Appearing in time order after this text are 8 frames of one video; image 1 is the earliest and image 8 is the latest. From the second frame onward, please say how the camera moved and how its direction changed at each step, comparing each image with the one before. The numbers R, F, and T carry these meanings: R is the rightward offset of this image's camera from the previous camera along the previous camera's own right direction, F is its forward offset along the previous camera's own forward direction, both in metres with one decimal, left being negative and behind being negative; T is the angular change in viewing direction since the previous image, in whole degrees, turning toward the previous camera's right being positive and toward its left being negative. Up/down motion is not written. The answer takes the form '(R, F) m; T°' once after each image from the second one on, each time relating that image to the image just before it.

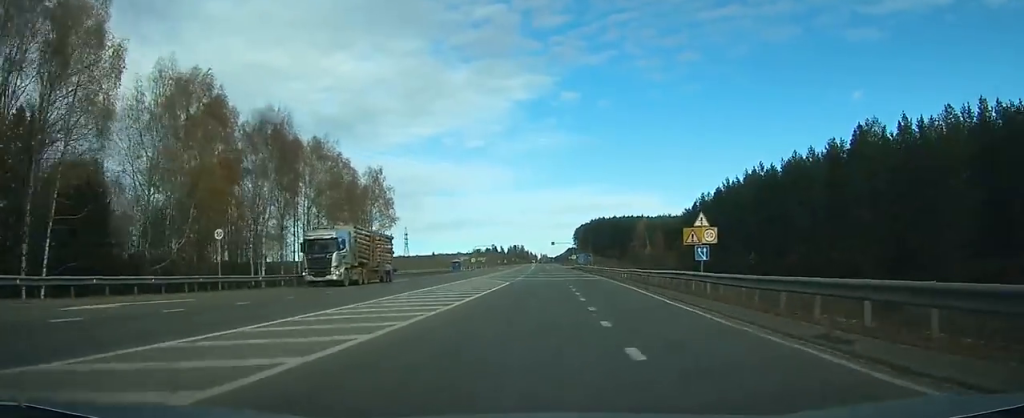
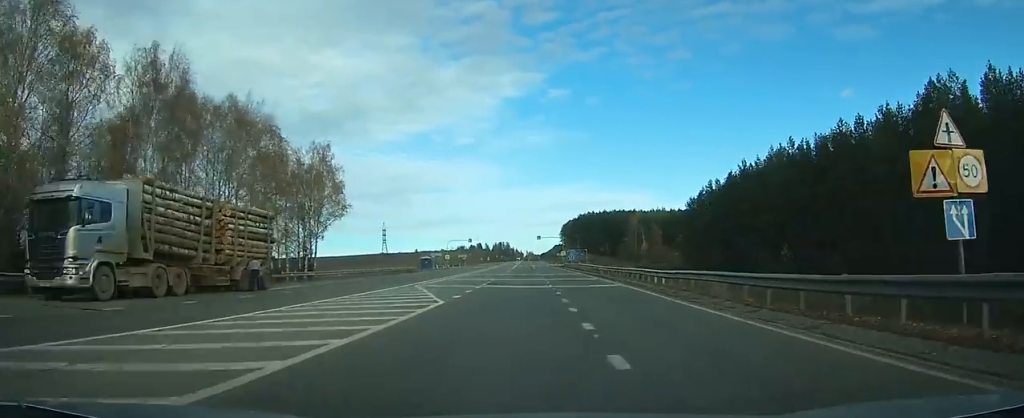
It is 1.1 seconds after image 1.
(+0.1, +20.2) m; +1°
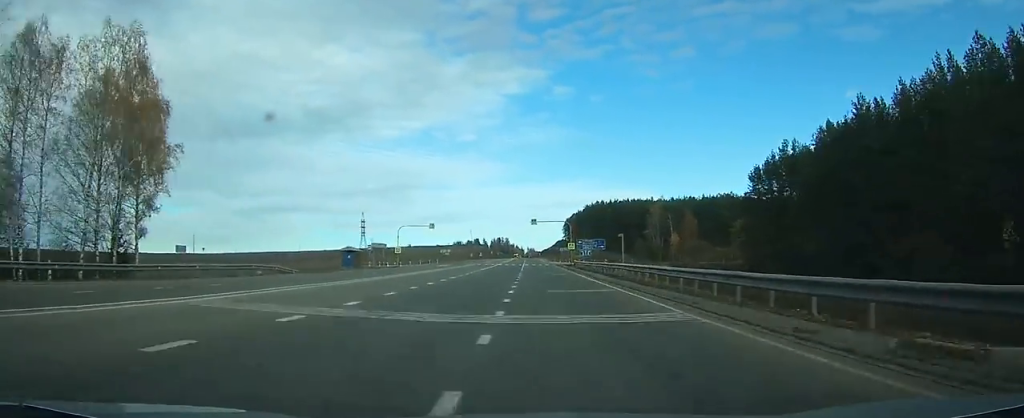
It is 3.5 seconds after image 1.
(+0.7, +45.1) m; +1°
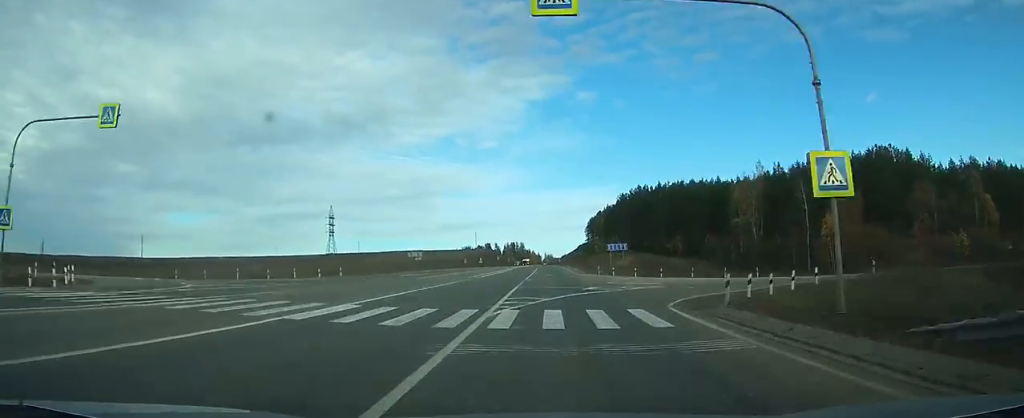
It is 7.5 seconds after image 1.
(-1.0, +75.8) m; -2°
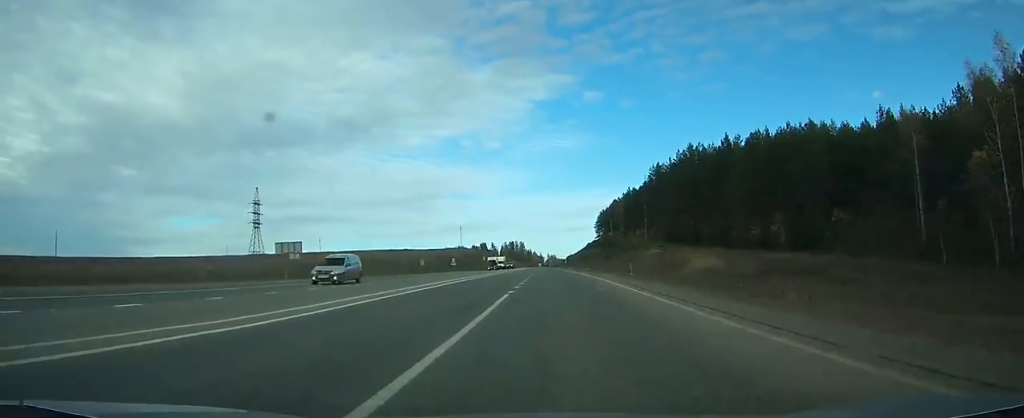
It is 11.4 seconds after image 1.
(-0.2, +71.1) m; -1°
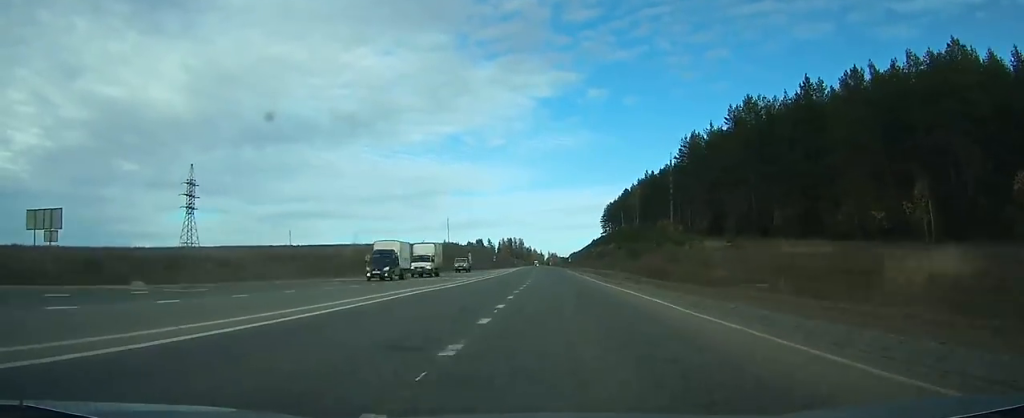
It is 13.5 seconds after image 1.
(-0.2, +38.2) m; 0°
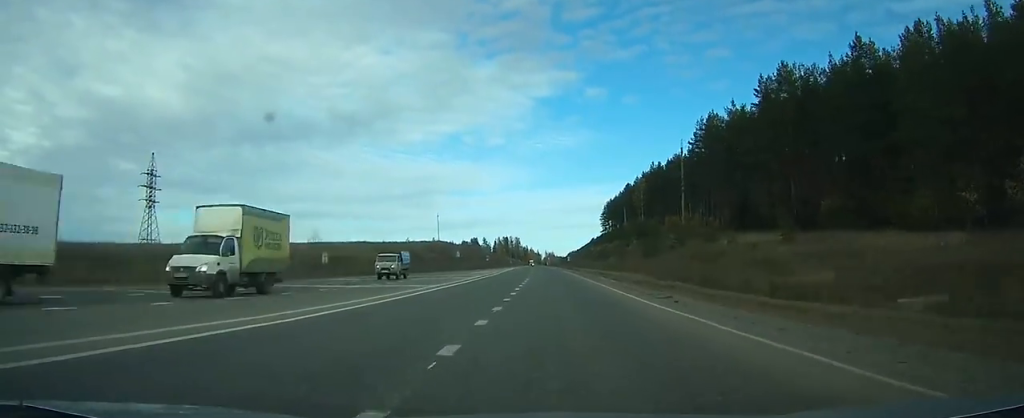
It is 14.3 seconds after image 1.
(-0.1, +16.1) m; 0°
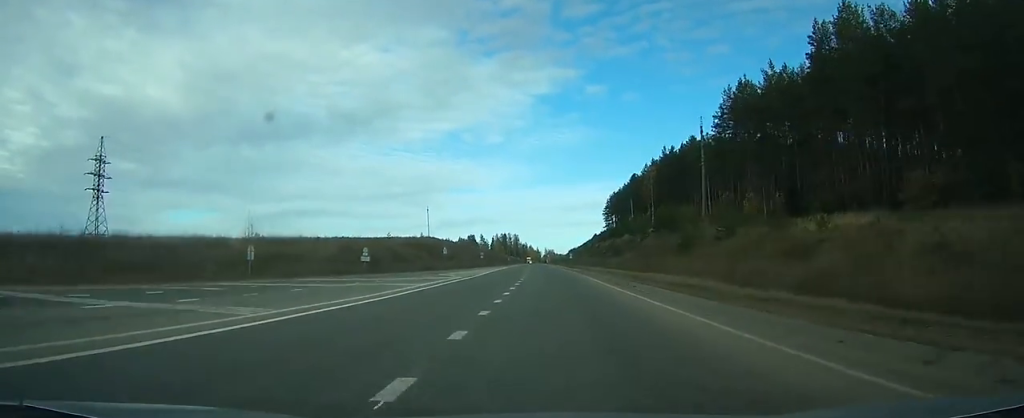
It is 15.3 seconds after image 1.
(+0.1, +18.7) m; 0°
